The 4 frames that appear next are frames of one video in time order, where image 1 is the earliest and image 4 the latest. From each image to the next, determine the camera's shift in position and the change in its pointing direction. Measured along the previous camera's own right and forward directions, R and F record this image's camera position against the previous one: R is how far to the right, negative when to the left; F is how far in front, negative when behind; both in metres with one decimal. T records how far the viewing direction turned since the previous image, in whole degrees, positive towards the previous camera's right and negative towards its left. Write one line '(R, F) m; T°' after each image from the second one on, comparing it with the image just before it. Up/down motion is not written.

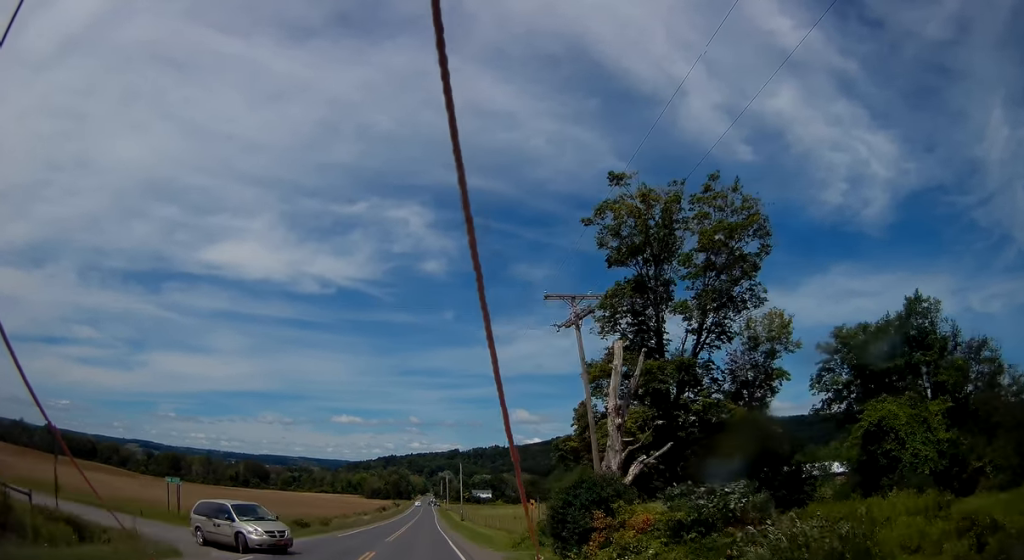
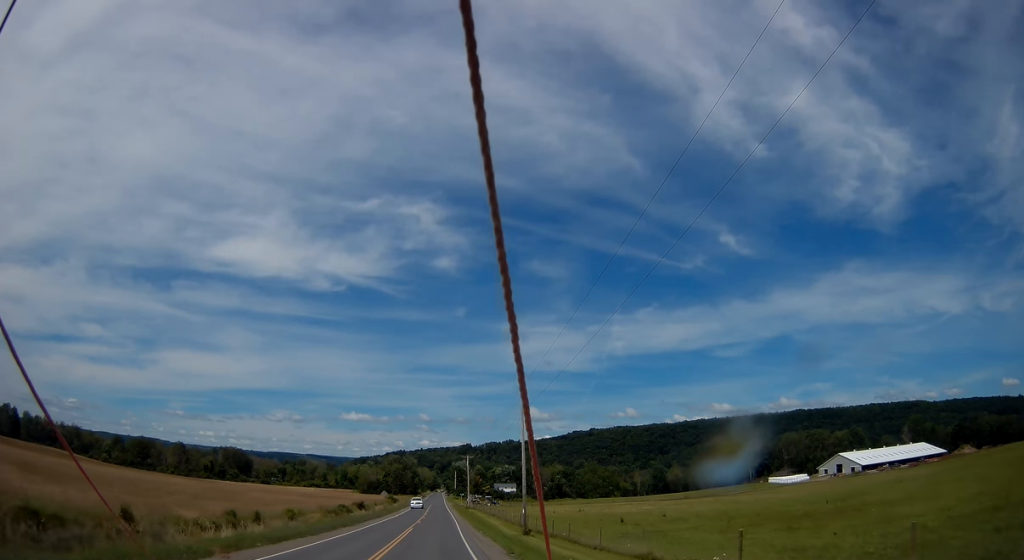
(-0.9, +65.4) m; -1°
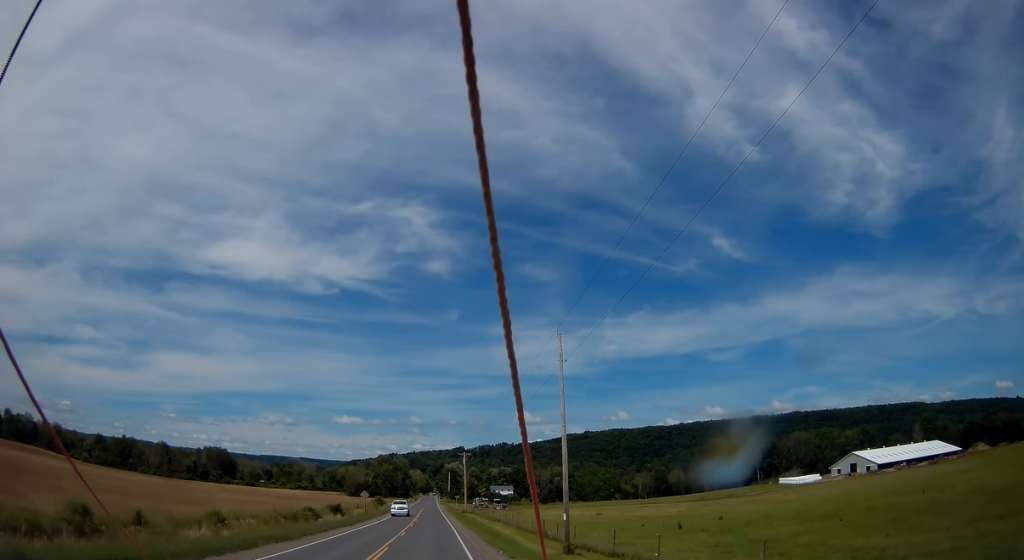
(+0.3, +16.0) m; +1°
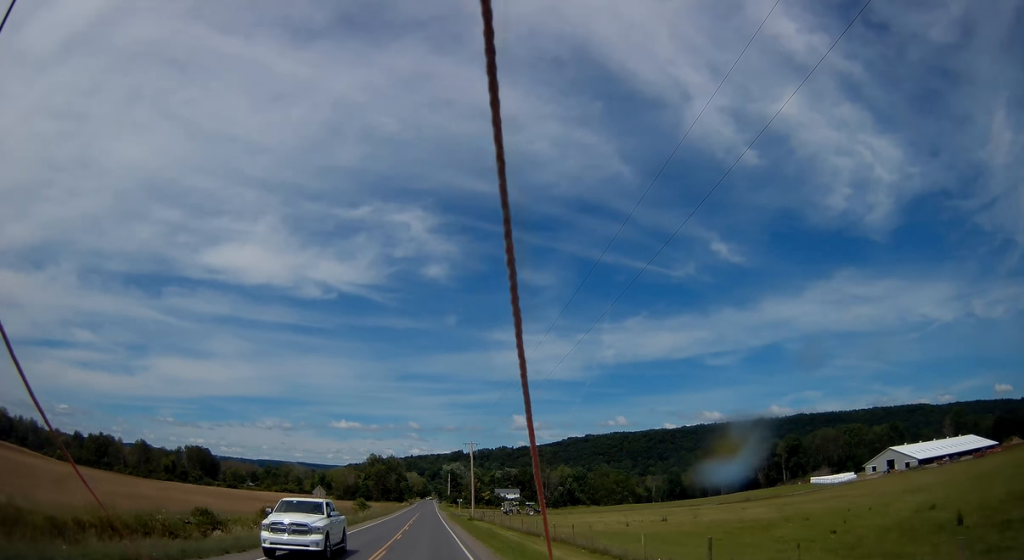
(+0.1, +26.8) m; -1°
